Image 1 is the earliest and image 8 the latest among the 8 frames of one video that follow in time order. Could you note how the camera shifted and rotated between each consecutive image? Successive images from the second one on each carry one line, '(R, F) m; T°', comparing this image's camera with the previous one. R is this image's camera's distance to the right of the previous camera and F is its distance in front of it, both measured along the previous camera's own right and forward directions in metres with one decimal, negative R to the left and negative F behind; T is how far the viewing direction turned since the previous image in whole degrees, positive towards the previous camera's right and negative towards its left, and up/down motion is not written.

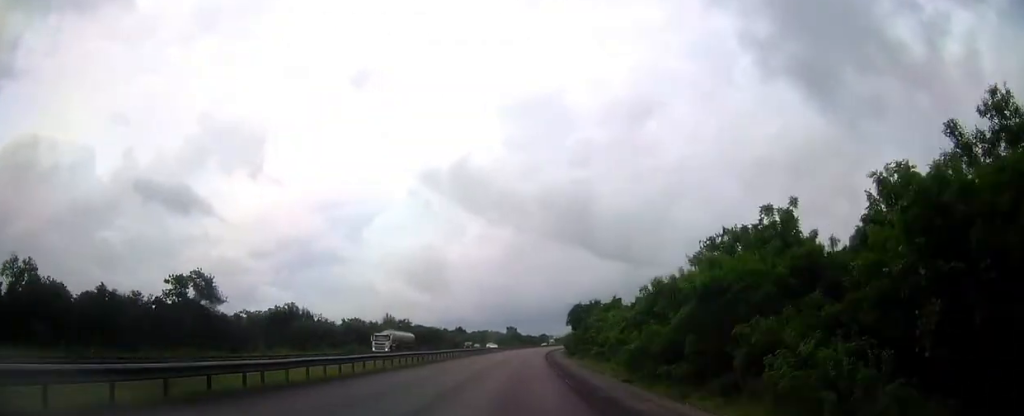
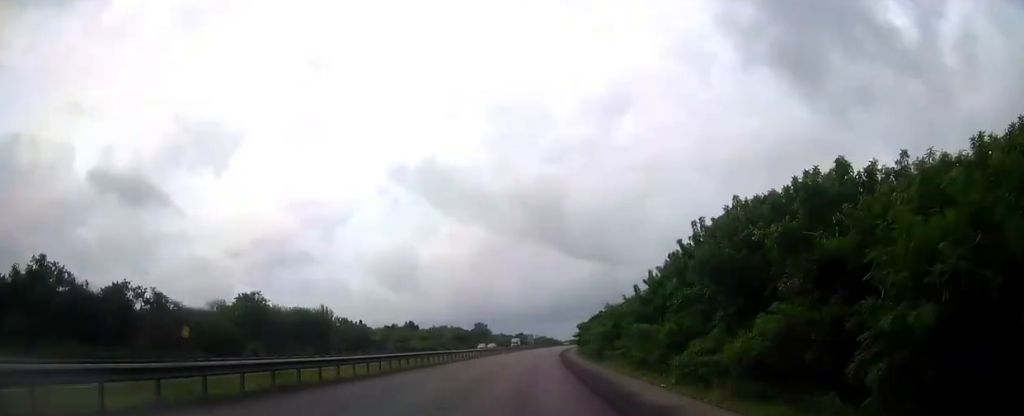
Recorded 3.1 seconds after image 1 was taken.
(+2.7, +90.0) m; +3°
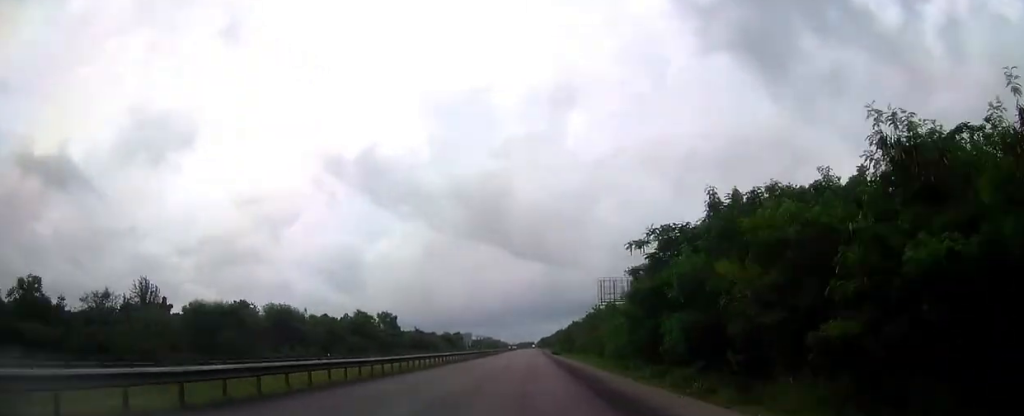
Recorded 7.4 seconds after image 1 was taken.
(+4.9, +126.3) m; +4°
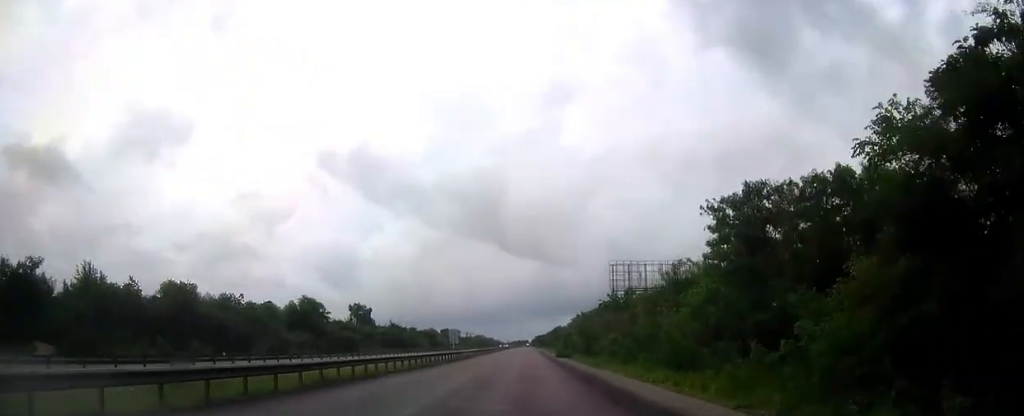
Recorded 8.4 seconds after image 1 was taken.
(+0.3, +29.5) m; +1°
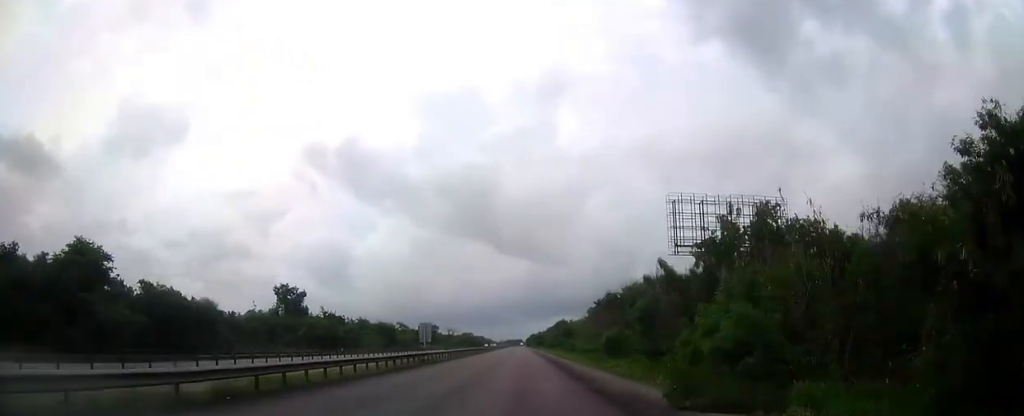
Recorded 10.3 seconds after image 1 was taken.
(+0.5, +56.5) m; +1°
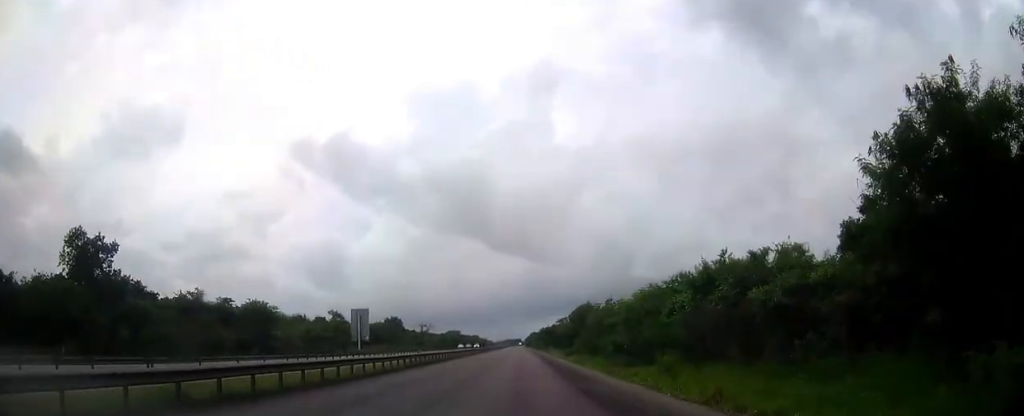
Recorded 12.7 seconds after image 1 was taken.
(+0.4, +71.7) m; 0°
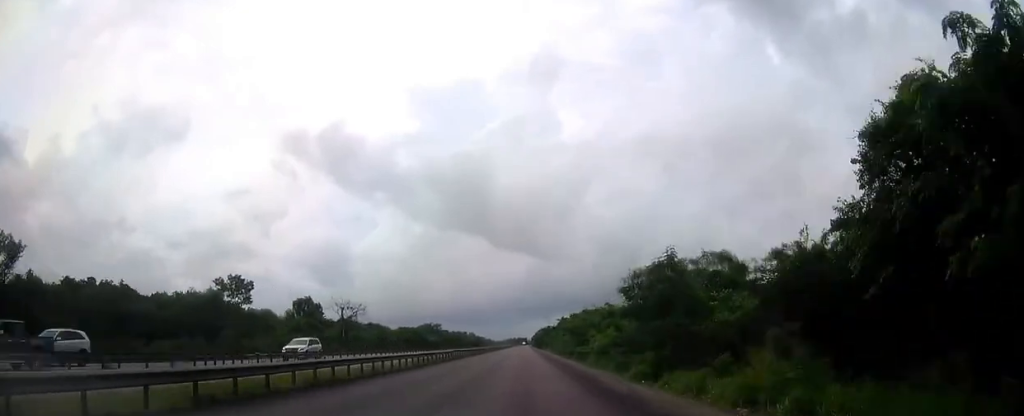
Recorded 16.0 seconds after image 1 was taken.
(-0.4, +98.3) m; 0°
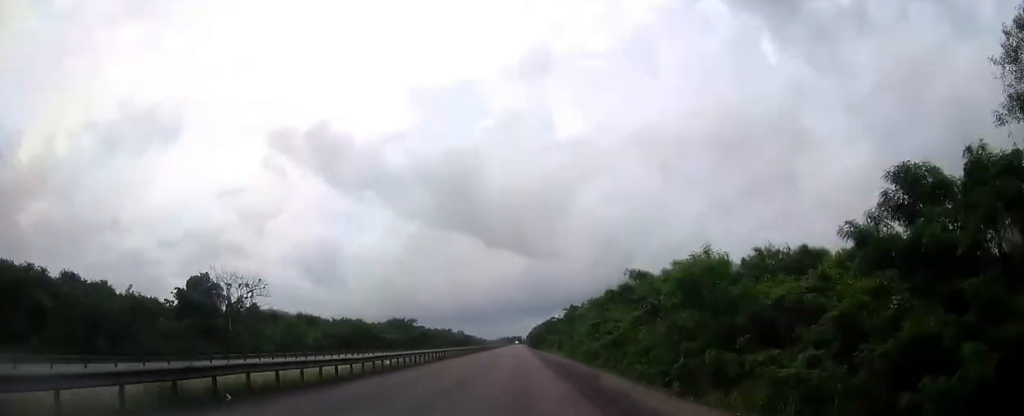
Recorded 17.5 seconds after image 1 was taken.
(0.0, +44.4) m; 0°
